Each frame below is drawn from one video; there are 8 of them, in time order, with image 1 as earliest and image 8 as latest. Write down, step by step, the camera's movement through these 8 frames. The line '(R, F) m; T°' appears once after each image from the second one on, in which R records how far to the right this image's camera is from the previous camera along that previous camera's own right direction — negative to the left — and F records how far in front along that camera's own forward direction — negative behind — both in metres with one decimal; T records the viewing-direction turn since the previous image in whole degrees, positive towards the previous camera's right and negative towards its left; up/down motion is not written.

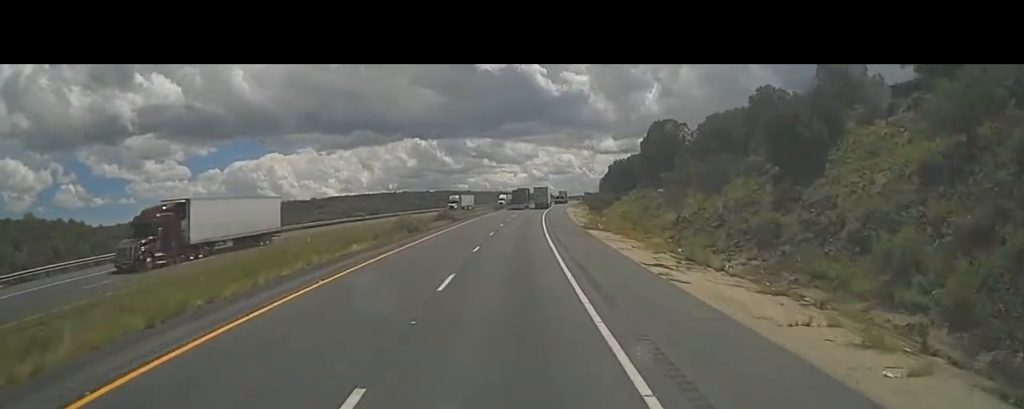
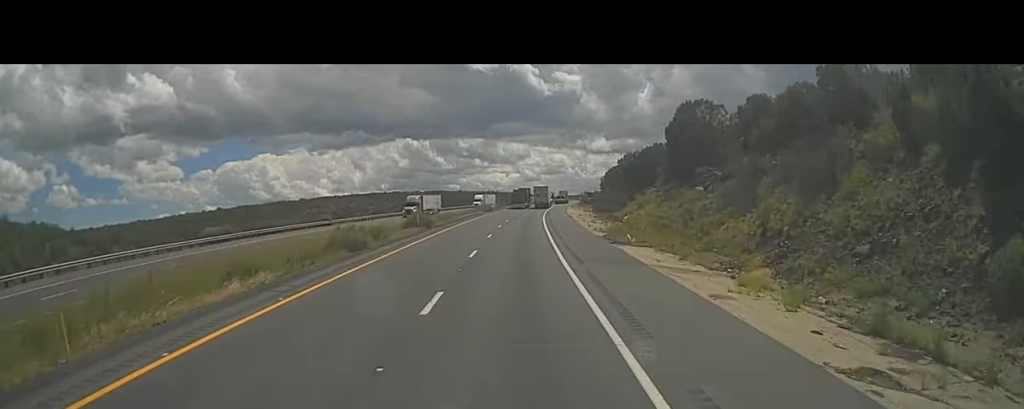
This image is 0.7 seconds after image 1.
(0.0, +14.9) m; +1°
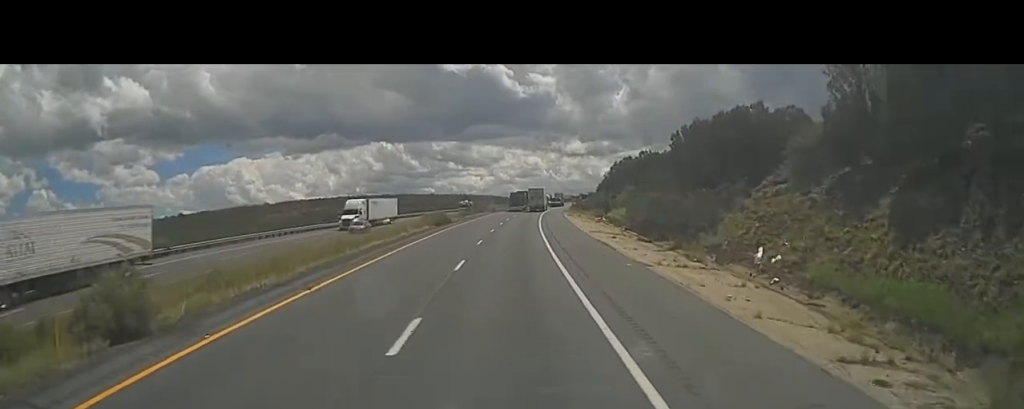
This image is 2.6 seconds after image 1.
(+0.8, +40.4) m; +1°
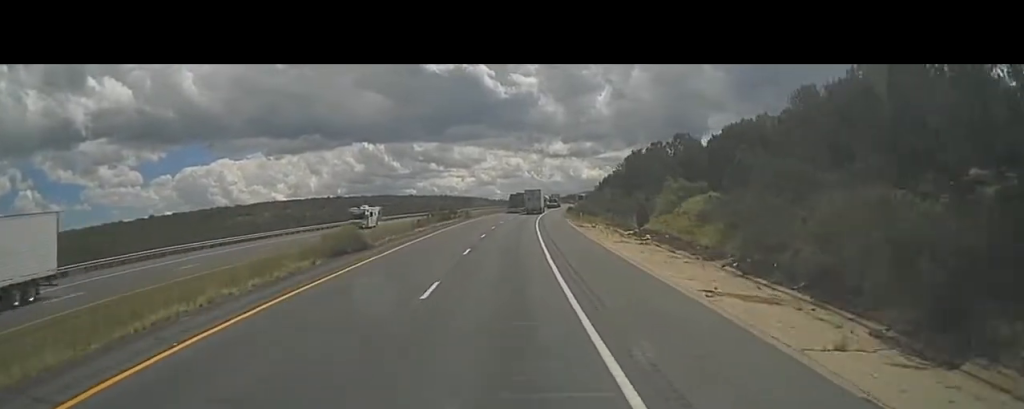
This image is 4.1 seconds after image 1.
(+0.6, +30.9) m; +2°
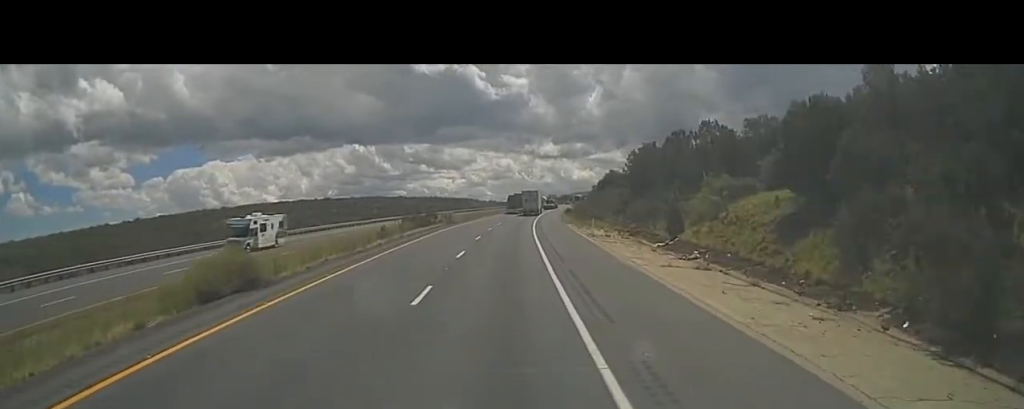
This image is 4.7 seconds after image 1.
(+0.1, +13.3) m; +1°
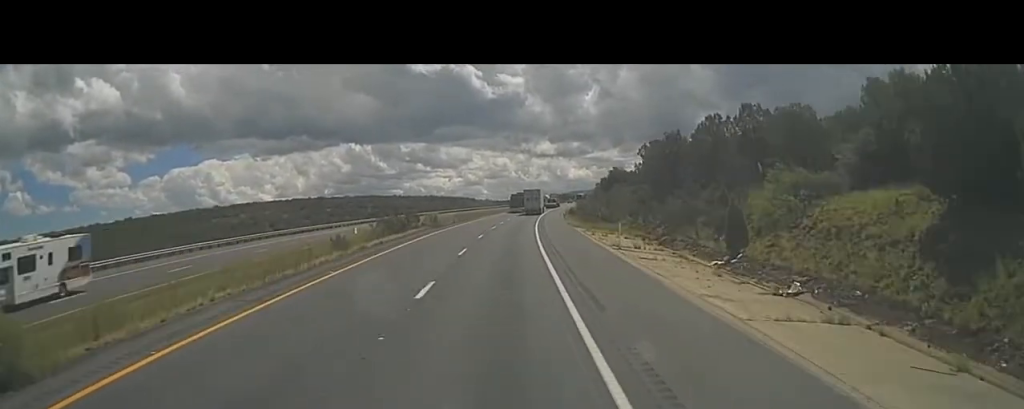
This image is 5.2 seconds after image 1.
(0.0, +11.2) m; 0°
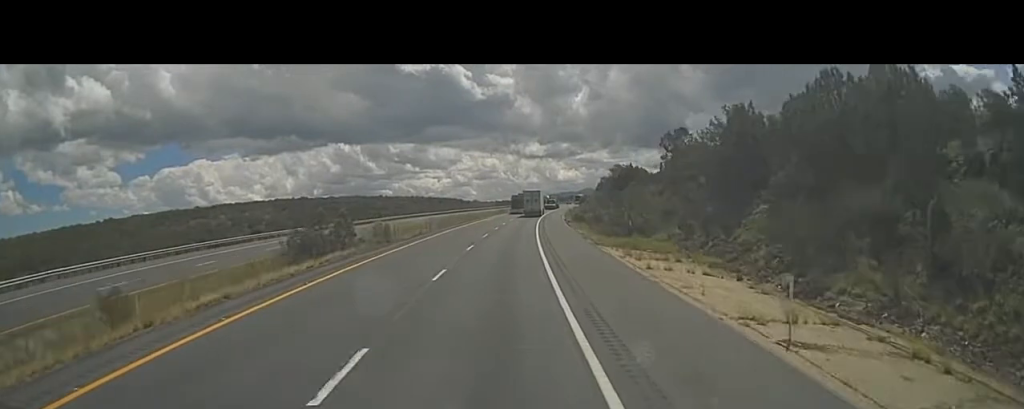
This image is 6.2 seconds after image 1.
(0.0, +20.3) m; +1°
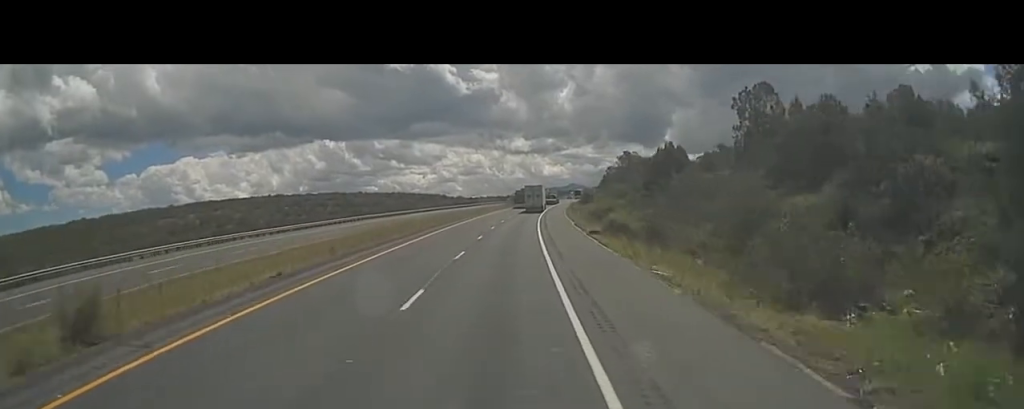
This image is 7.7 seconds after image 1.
(+0.7, +30.5) m; +2°
